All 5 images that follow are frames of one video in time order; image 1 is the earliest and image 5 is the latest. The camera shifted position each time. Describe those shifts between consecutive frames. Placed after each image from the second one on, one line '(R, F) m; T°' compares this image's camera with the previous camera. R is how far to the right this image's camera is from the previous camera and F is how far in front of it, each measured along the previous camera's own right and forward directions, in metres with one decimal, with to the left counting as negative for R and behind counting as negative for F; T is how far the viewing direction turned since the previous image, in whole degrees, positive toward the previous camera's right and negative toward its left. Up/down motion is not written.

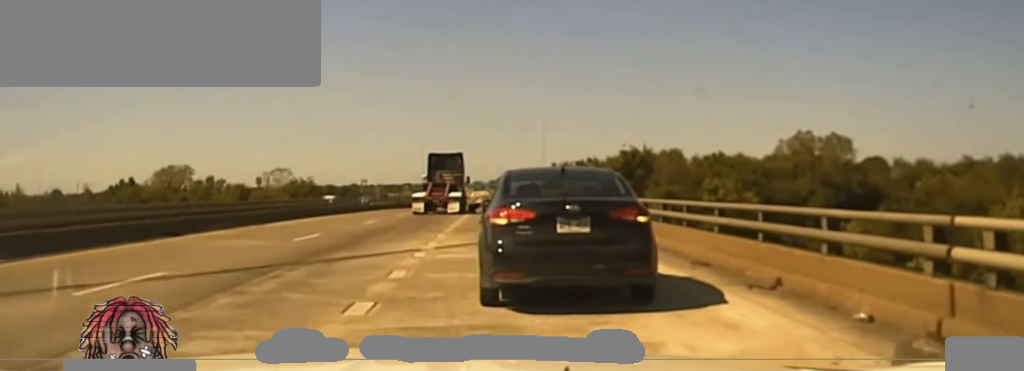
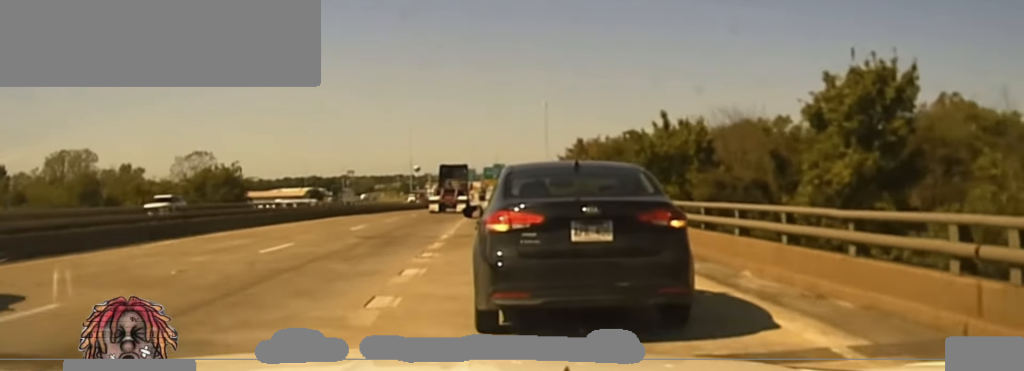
(0.0, +62.6) m; -1°
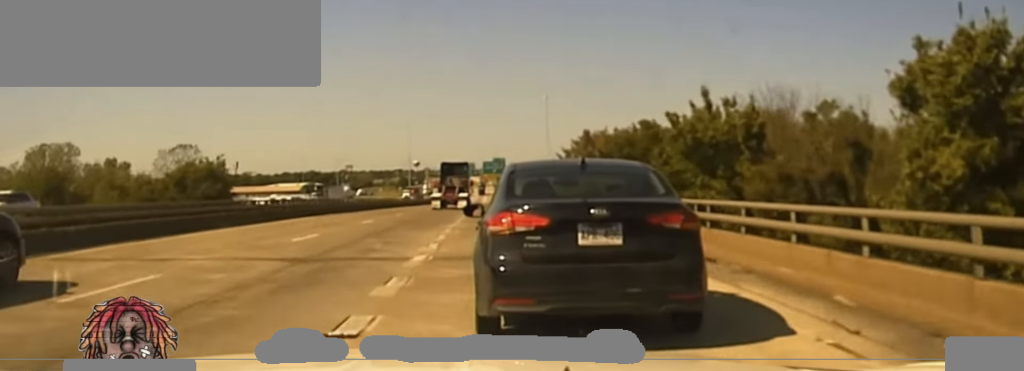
(0.0, +8.4) m; 0°
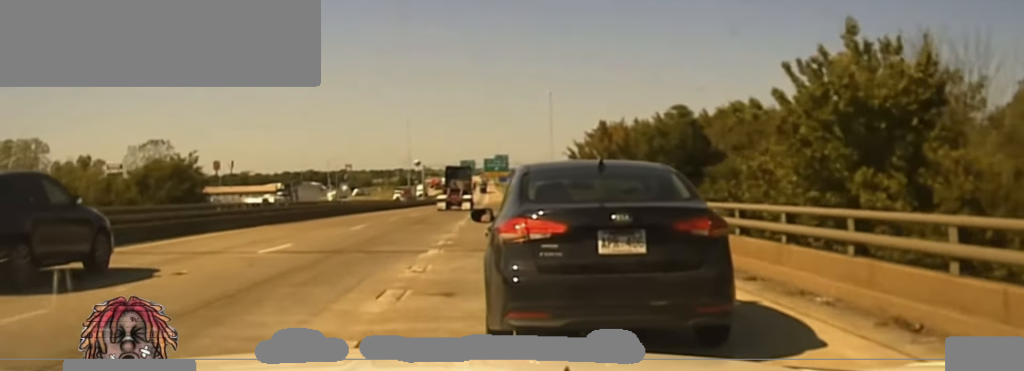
(0.0, +14.9) m; 0°
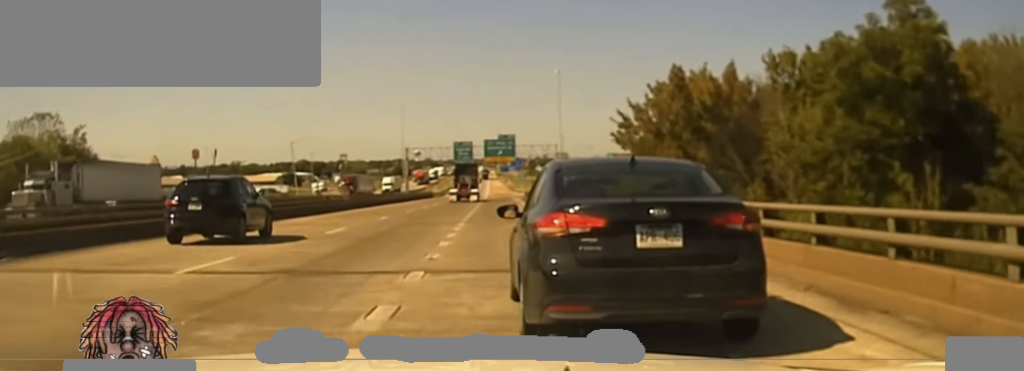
(-0.1, +46.0) m; 0°
